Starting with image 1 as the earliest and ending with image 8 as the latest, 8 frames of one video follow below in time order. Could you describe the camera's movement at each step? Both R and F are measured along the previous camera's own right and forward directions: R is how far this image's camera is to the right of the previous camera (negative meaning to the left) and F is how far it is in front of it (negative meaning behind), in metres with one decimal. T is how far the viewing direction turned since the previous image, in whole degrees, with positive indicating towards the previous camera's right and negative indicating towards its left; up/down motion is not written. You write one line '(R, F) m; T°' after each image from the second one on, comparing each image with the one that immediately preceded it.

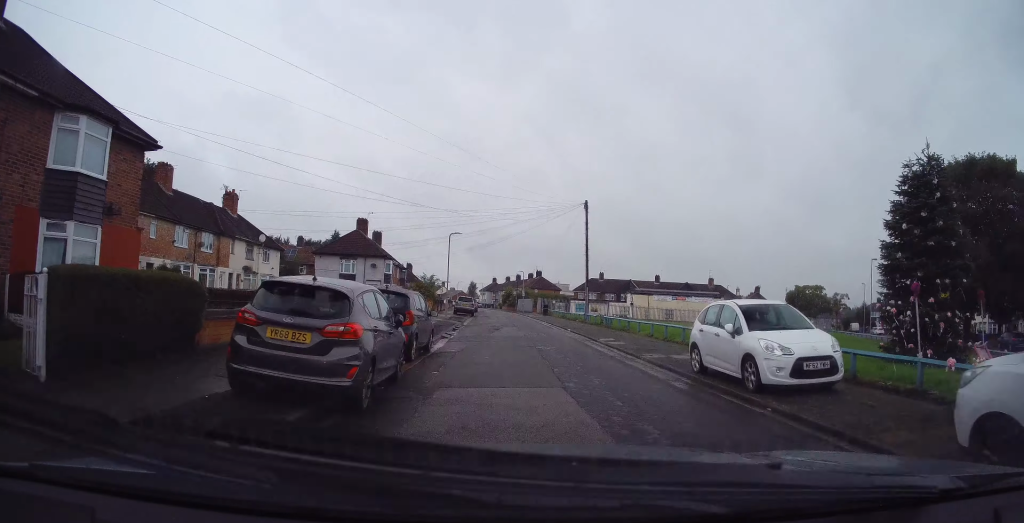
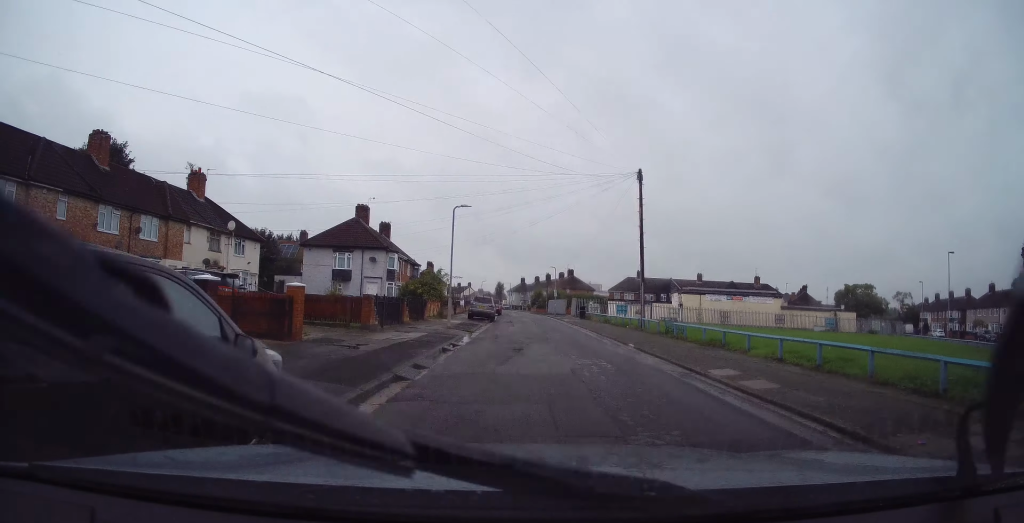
(0.0, +9.9) m; -1°
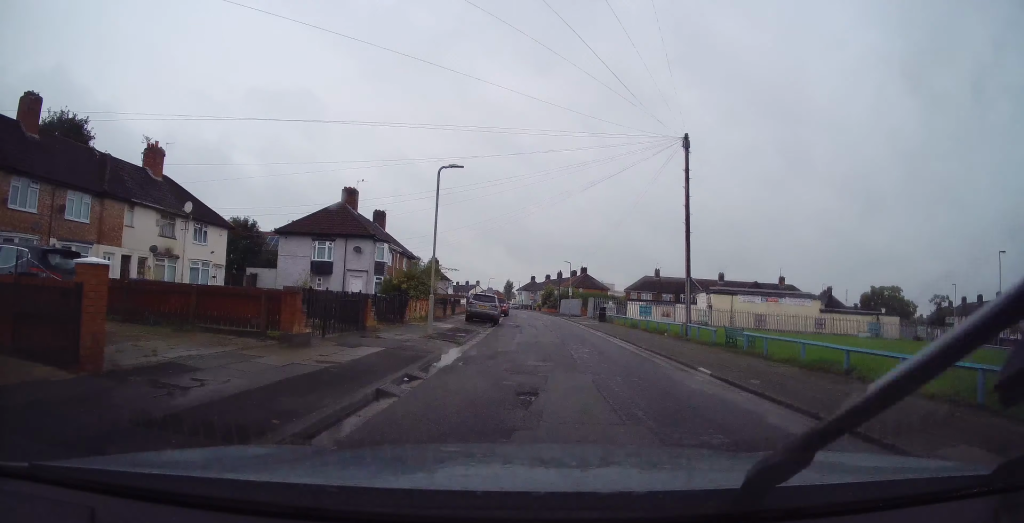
(-0.1, +6.9) m; -1°
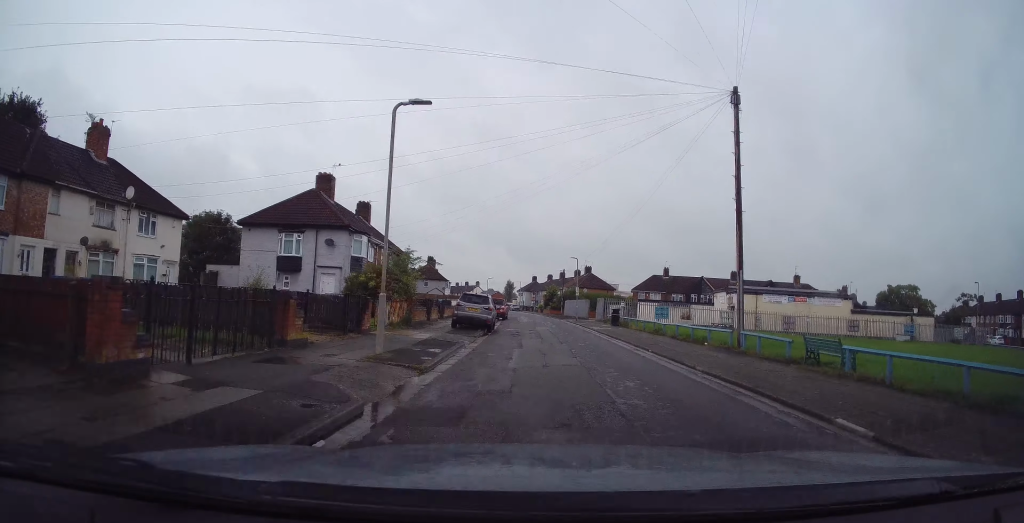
(-0.2, +5.8) m; 0°
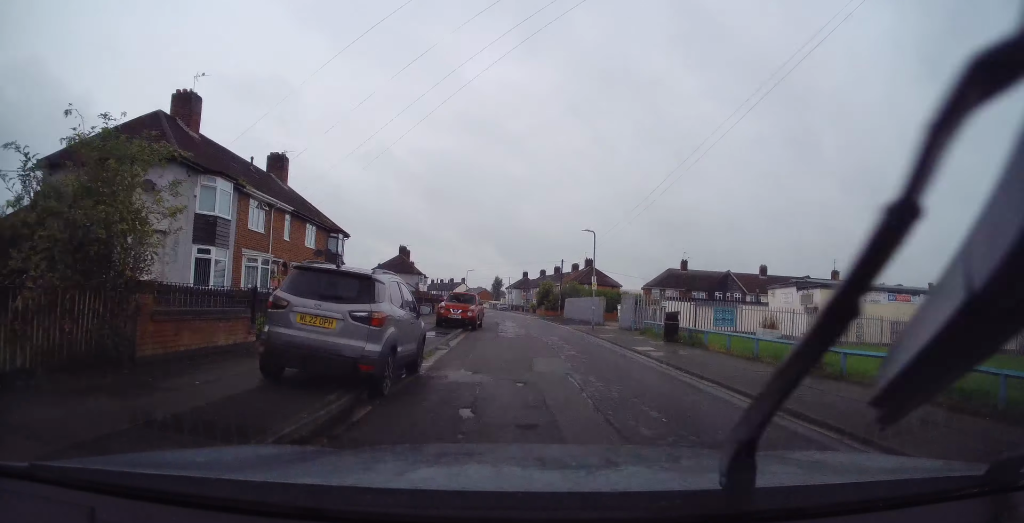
(0.0, +16.3) m; -2°
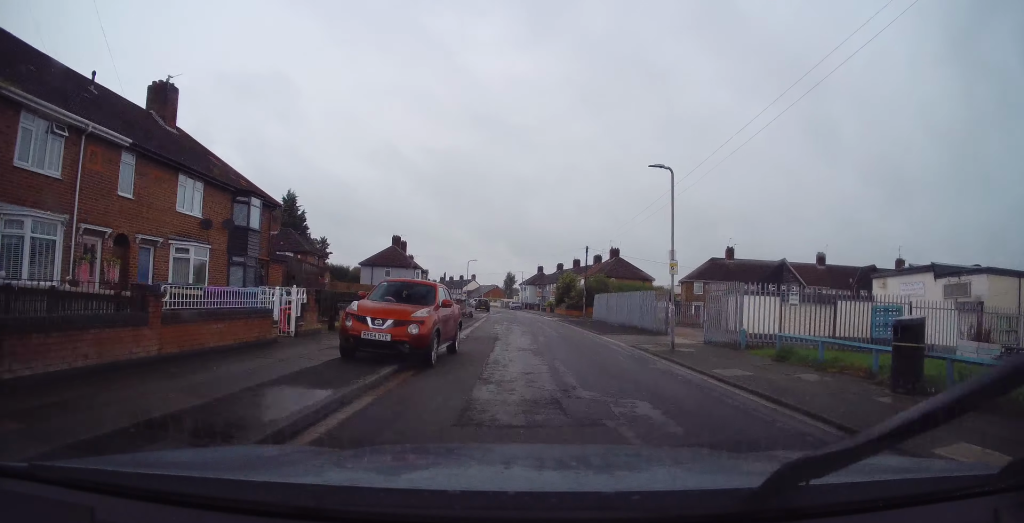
(-0.1, +13.6) m; 0°
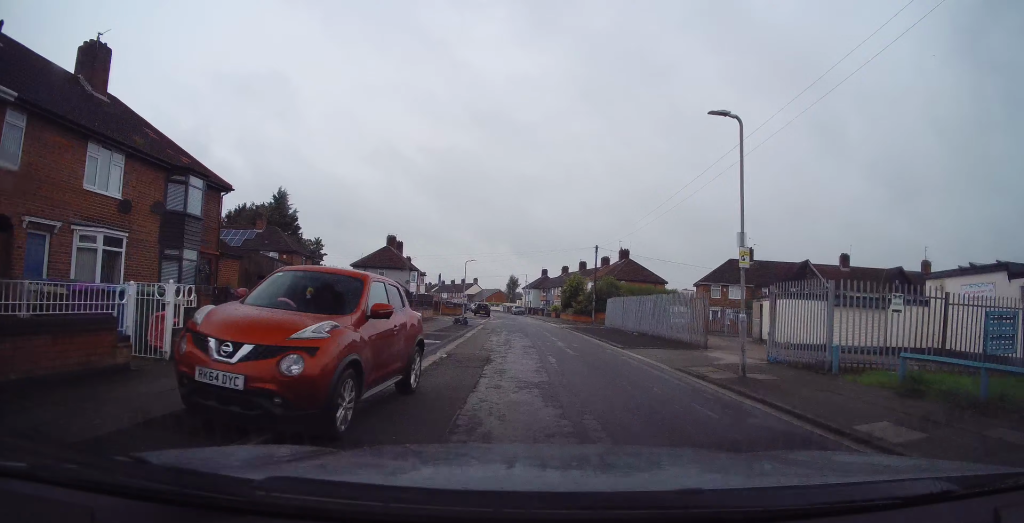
(-0.1, +5.0) m; +1°
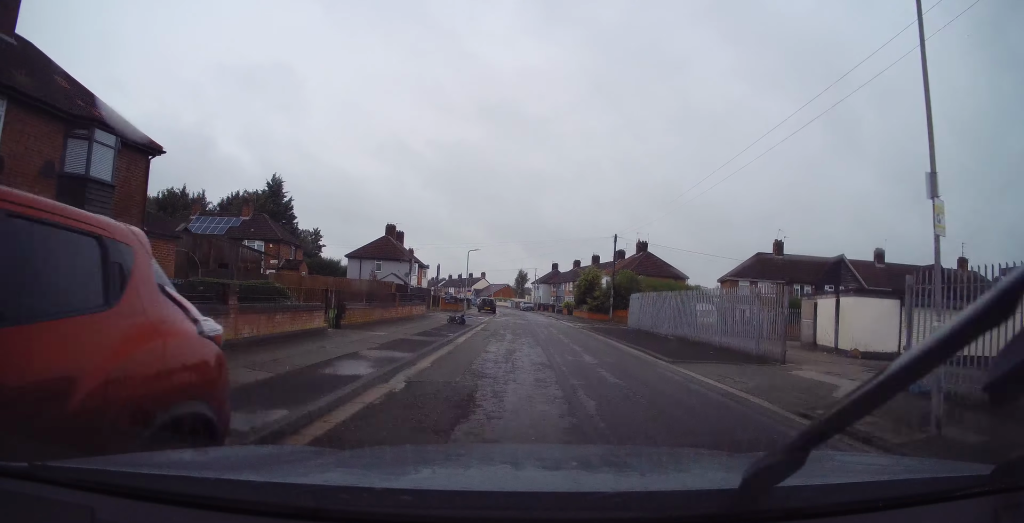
(+0.1, +5.4) m; -1°
